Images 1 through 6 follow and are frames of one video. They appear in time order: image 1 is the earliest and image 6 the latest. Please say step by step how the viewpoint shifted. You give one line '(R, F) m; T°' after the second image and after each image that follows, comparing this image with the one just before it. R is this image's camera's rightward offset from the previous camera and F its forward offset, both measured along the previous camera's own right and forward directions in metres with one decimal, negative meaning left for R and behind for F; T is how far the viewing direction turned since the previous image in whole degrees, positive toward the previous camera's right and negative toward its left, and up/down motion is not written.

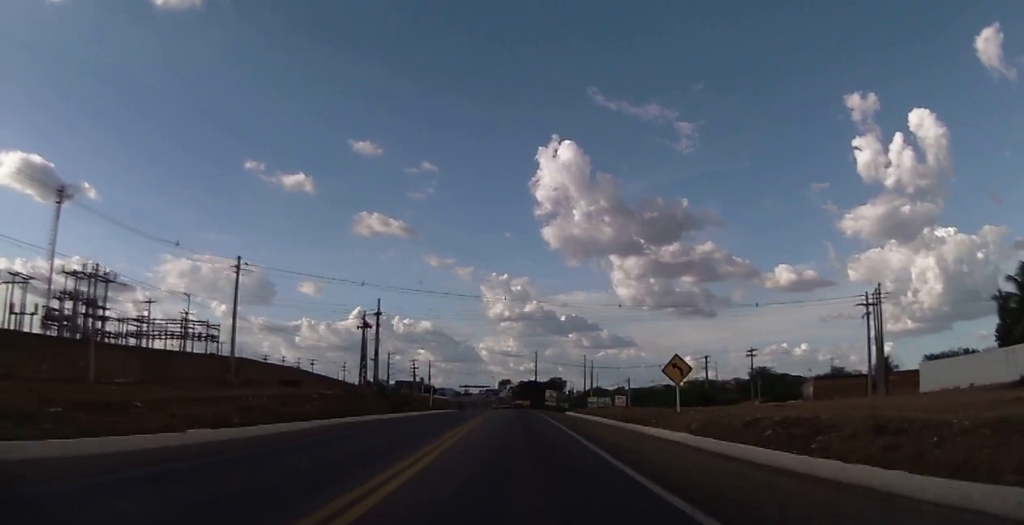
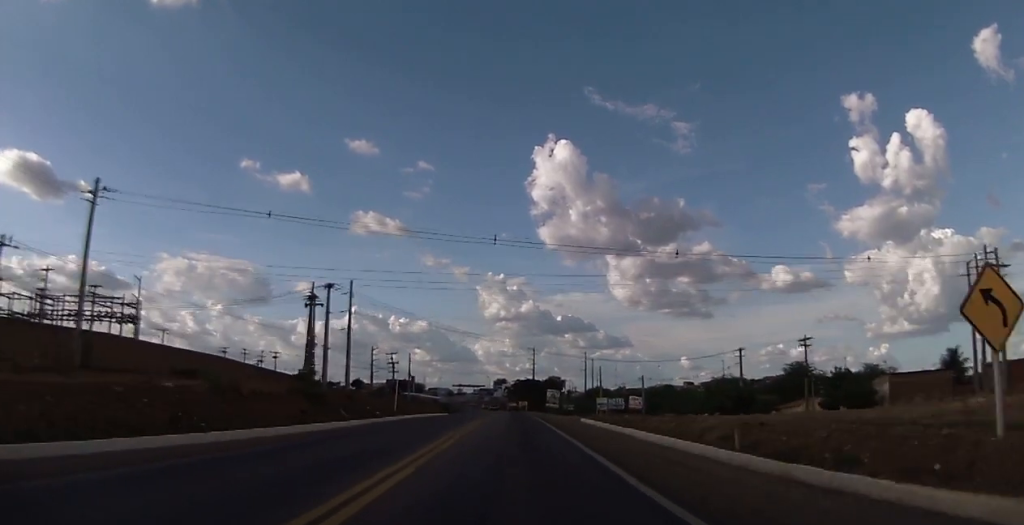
(+0.1, +21.4) m; 0°
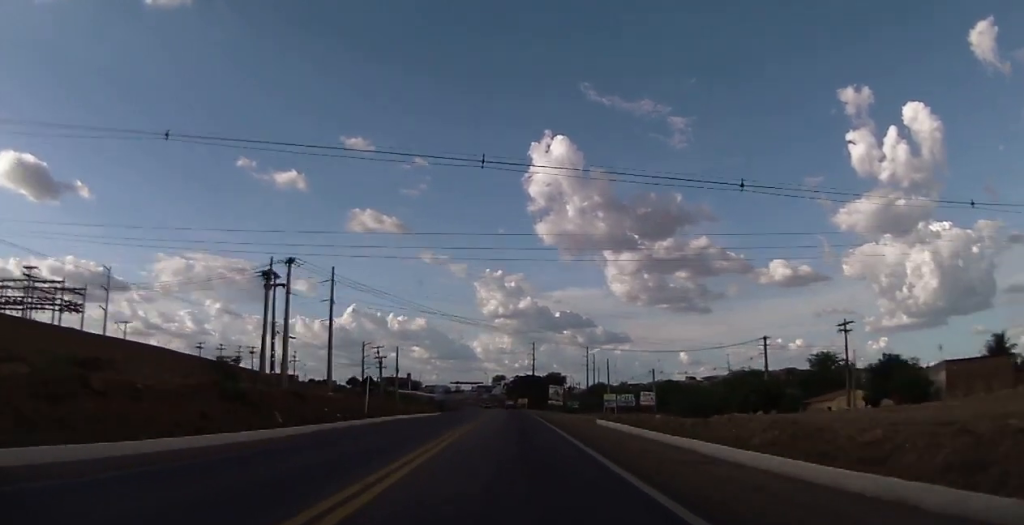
(-0.1, +11.2) m; 0°
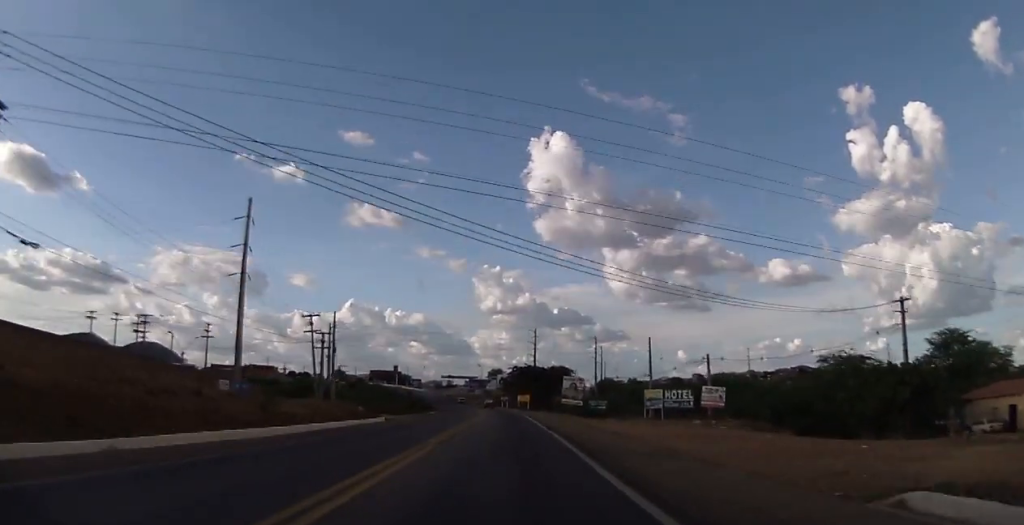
(+0.2, +36.0) m; 0°
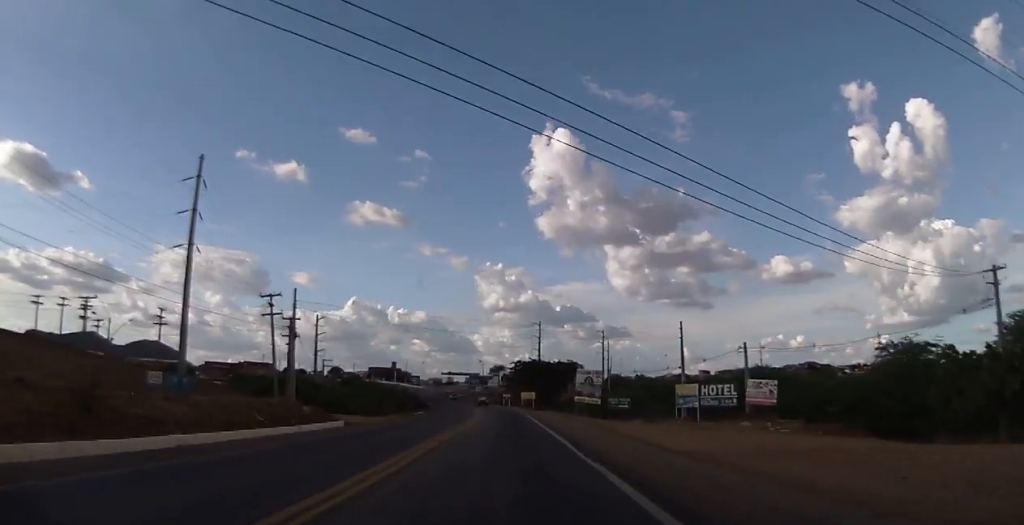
(-0.1, +13.3) m; 0°
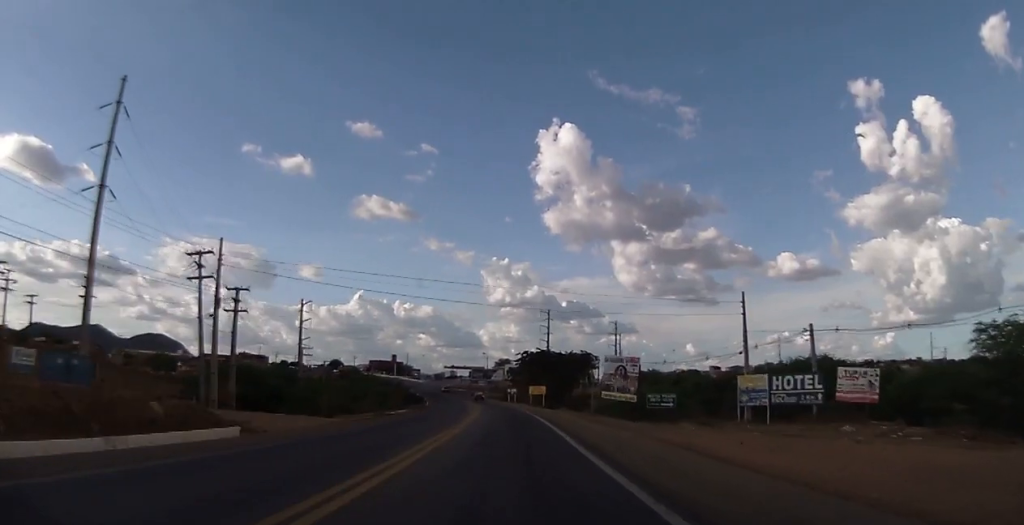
(0.0, +15.8) m; 0°
